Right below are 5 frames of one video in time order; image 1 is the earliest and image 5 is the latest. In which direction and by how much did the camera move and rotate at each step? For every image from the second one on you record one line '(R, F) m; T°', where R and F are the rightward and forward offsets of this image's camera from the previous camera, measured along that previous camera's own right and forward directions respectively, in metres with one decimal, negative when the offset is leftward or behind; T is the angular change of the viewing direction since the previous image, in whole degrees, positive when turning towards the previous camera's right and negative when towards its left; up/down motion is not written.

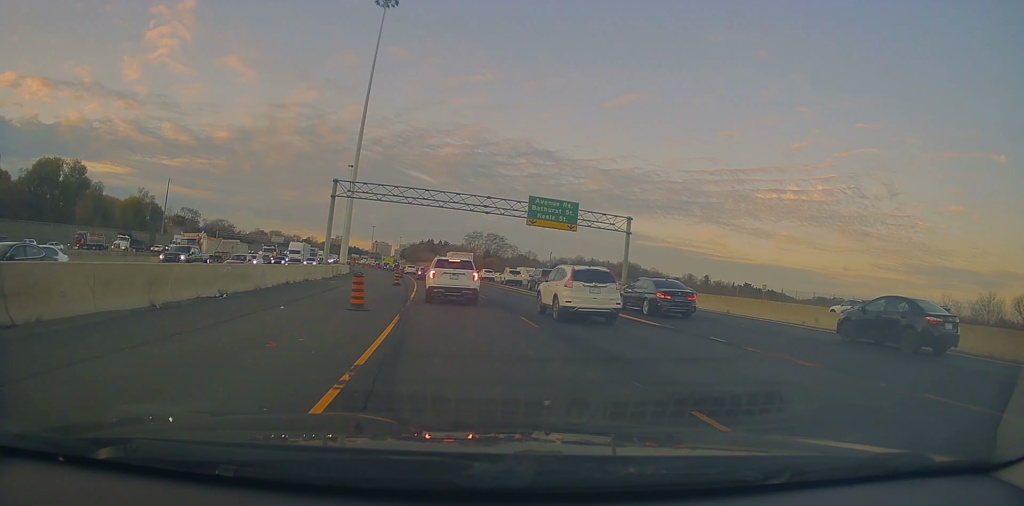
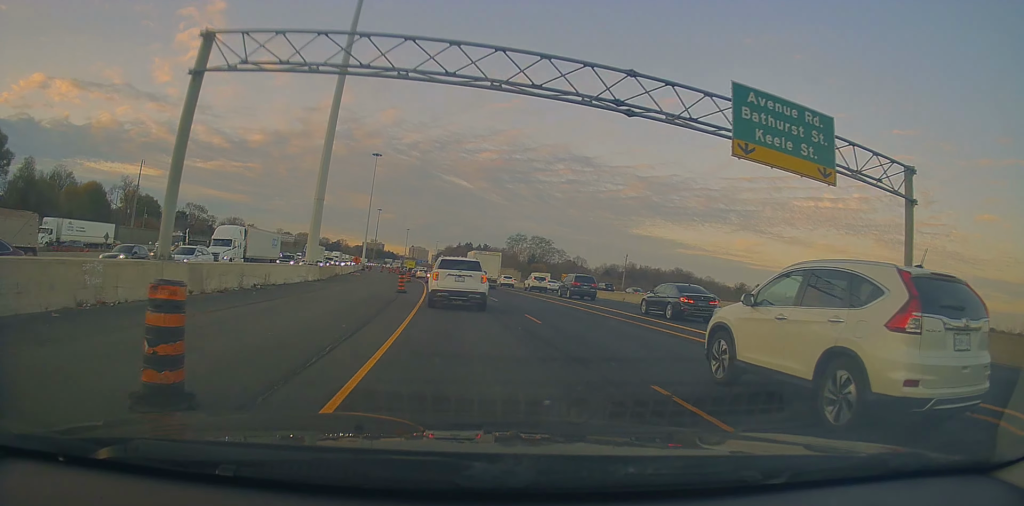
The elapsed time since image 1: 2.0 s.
(0.0, +33.8) m; -3°
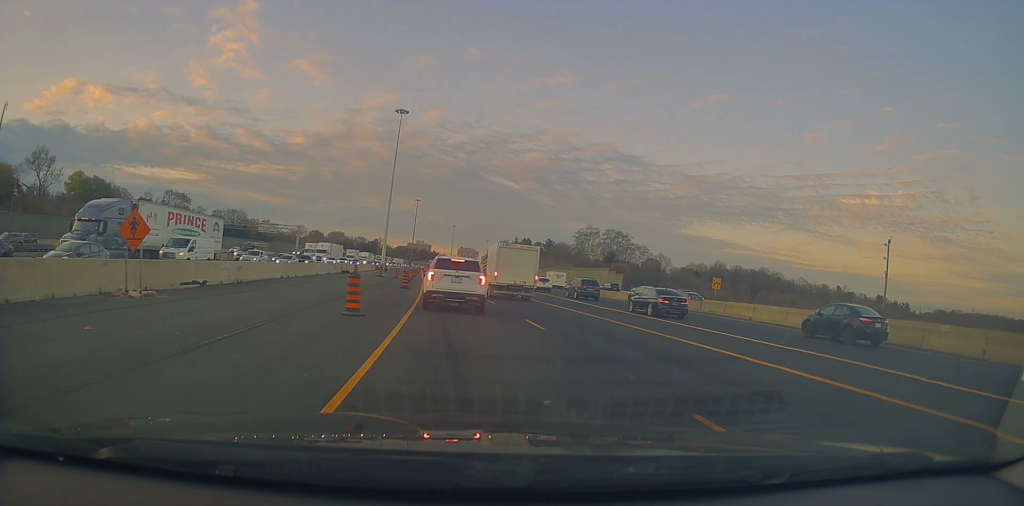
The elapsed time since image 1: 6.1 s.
(-3.4, +59.9) m; -5°
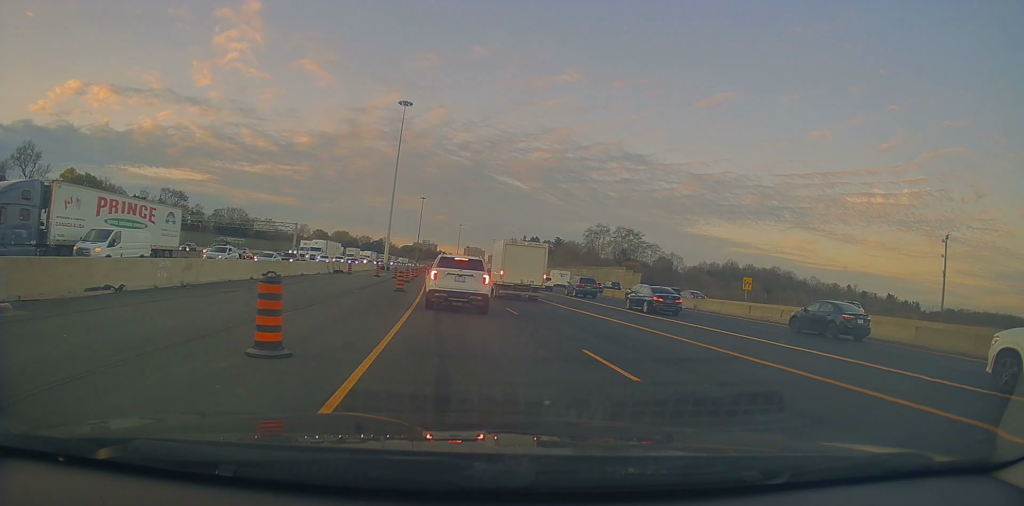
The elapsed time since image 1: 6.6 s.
(+0.1, +6.9) m; -1°
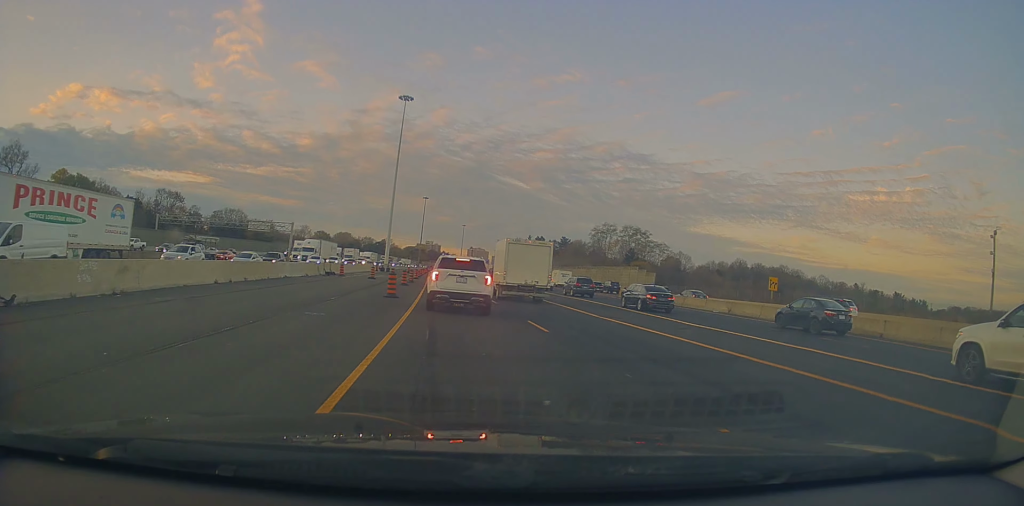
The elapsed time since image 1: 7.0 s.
(-0.1, +5.2) m; -1°
